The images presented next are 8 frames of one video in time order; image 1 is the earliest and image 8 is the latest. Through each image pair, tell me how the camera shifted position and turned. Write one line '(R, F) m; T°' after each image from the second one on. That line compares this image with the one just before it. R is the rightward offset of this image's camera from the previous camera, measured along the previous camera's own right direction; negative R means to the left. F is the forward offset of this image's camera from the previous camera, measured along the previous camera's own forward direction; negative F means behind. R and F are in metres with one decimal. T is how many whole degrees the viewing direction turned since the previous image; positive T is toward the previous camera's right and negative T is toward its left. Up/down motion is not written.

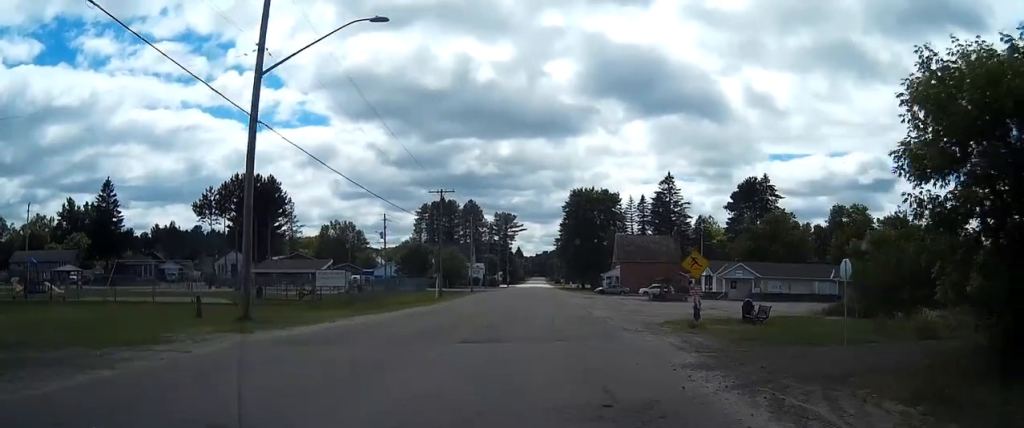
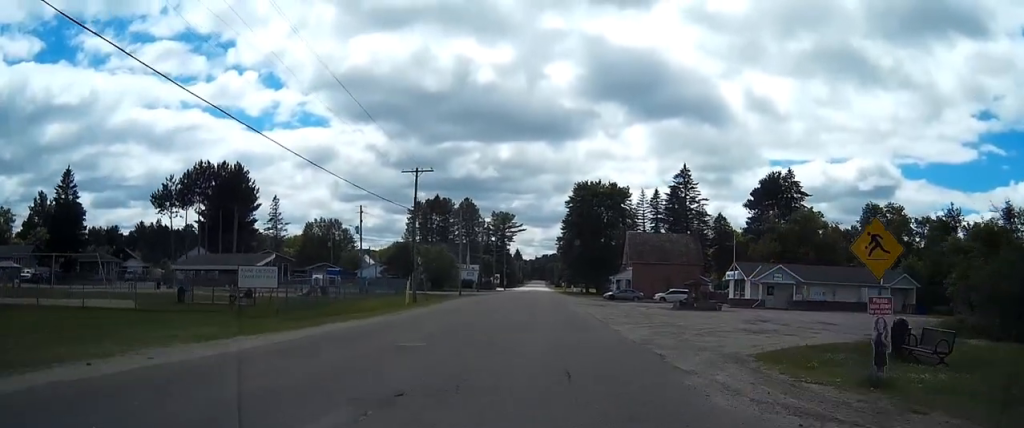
(0.0, +14.8) m; 0°
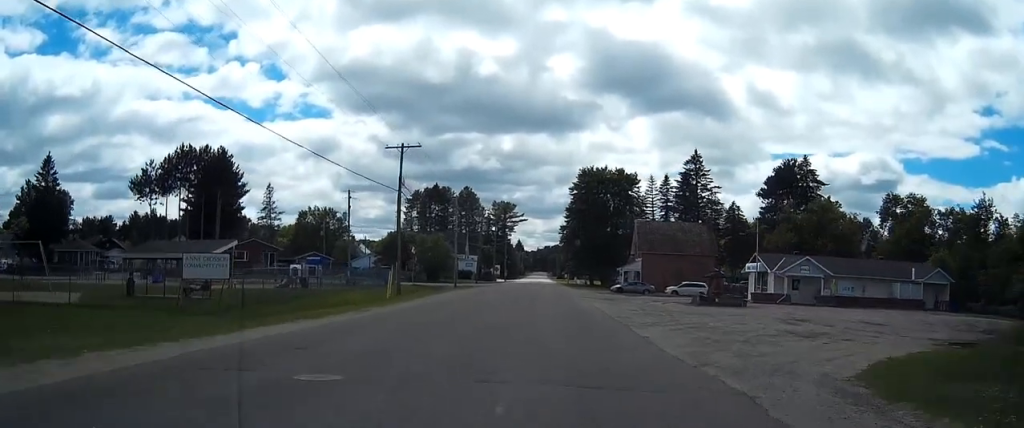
(0.0, +7.2) m; 0°
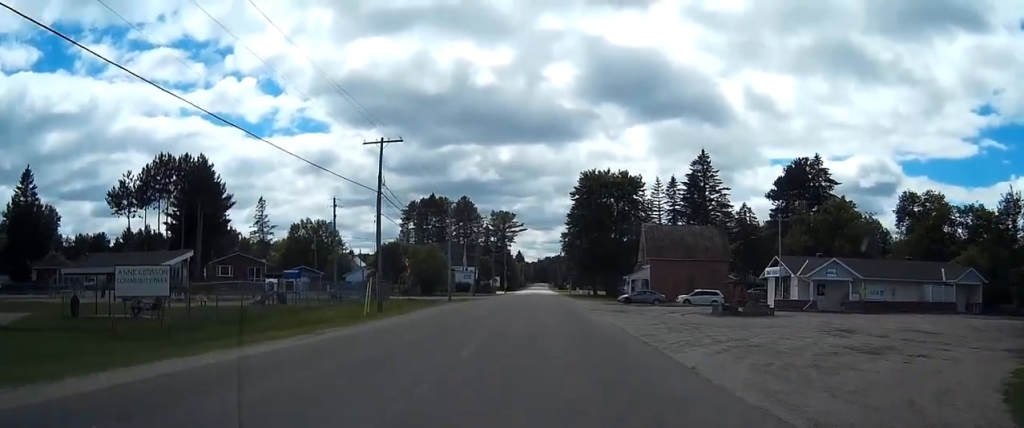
(0.0, +6.3) m; 0°
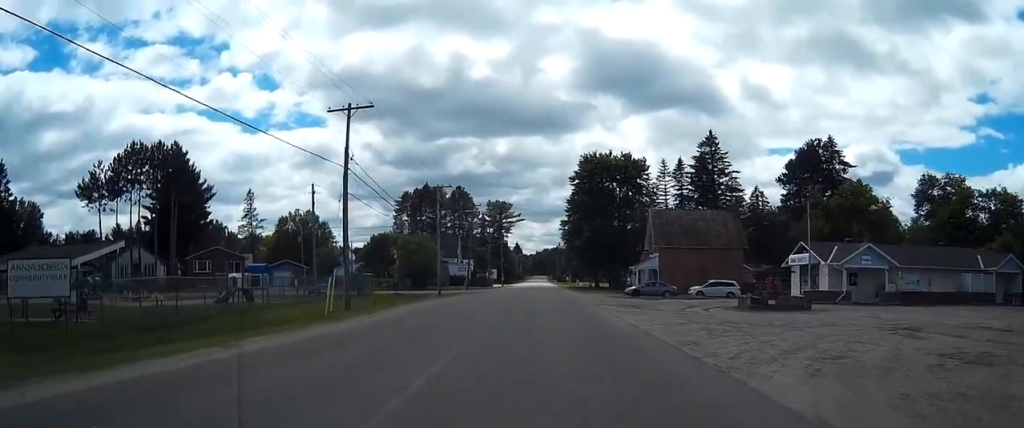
(0.0, +7.1) m; 0°
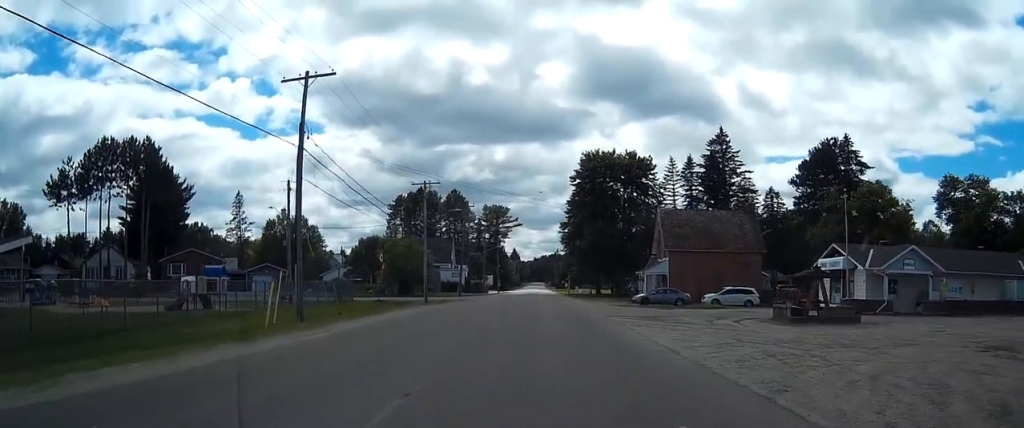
(0.0, +7.1) m; 0°
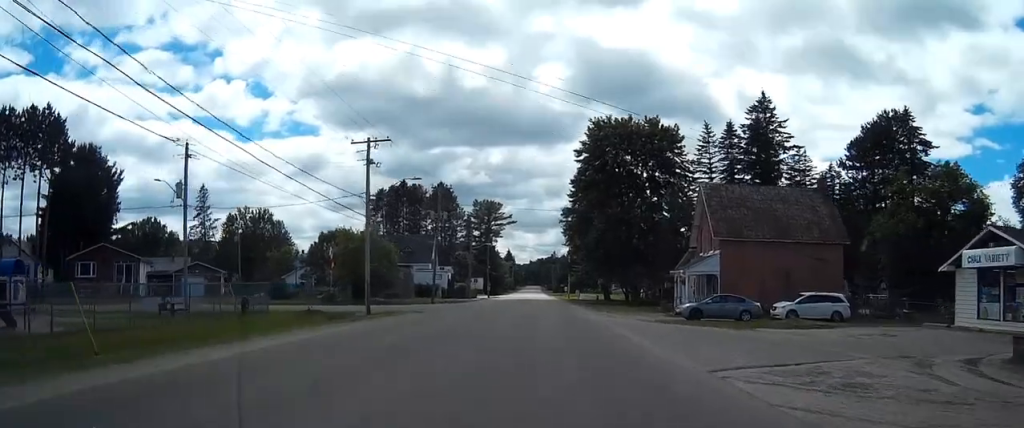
(-0.1, +20.7) m; 0°
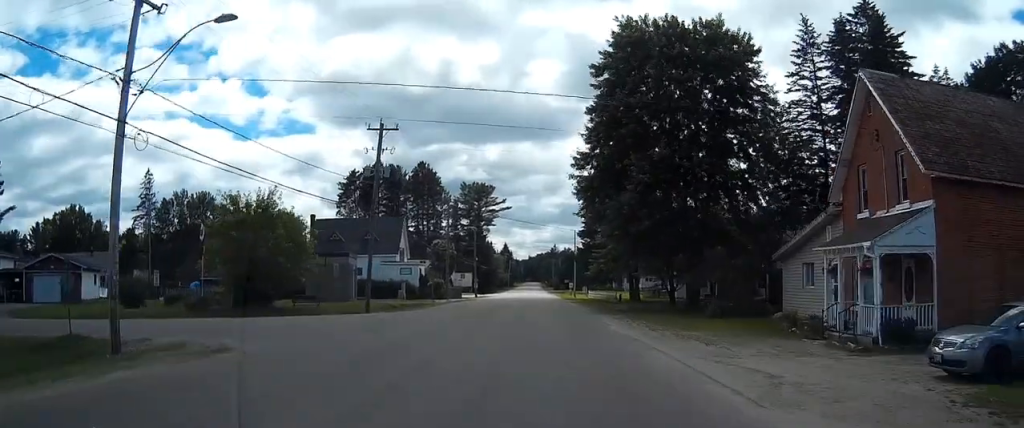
(0.0, +28.0) m; 0°
